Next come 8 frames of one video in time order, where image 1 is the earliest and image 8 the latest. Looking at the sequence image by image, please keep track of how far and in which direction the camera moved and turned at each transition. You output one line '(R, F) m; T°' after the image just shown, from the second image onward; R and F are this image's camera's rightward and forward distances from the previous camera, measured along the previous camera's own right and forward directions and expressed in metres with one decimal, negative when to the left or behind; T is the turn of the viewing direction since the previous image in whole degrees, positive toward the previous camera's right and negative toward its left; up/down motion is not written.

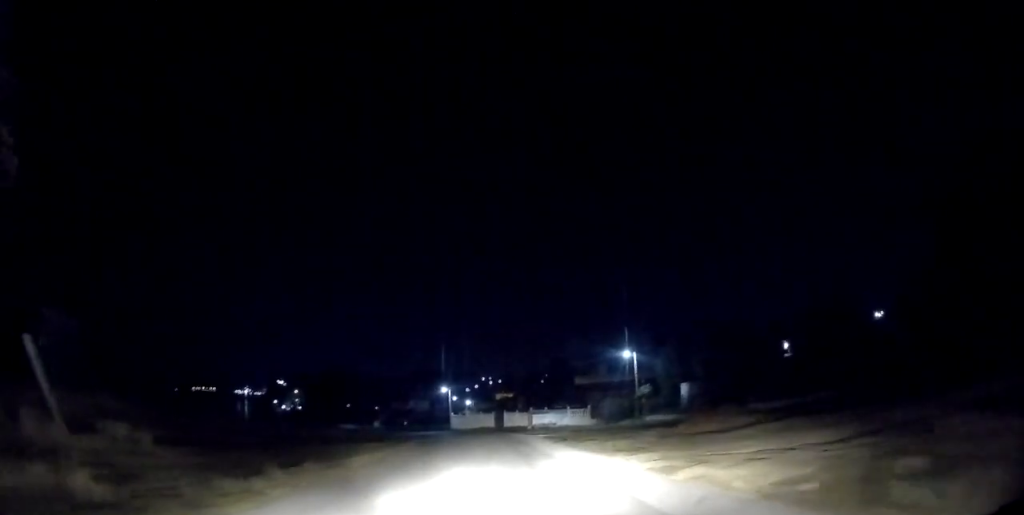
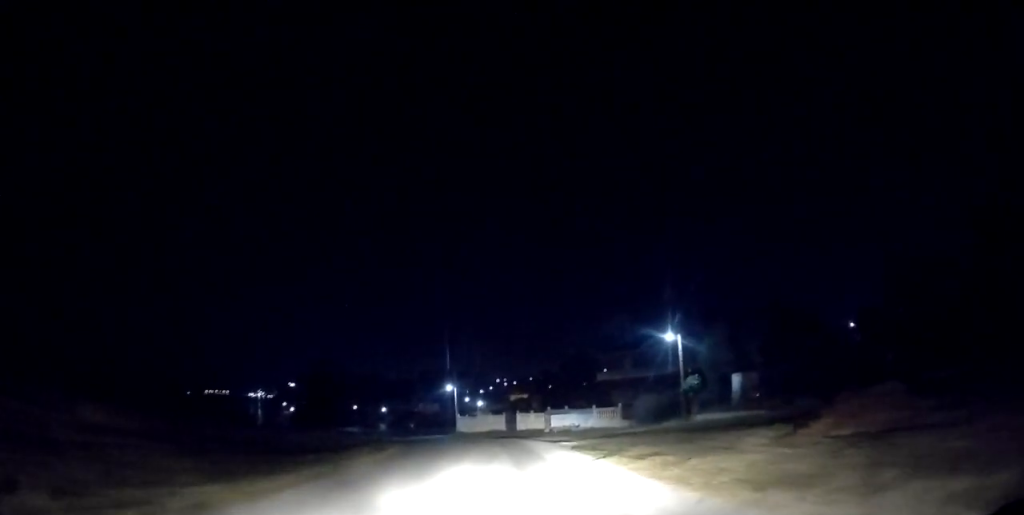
(-0.2, +9.9) m; -1°
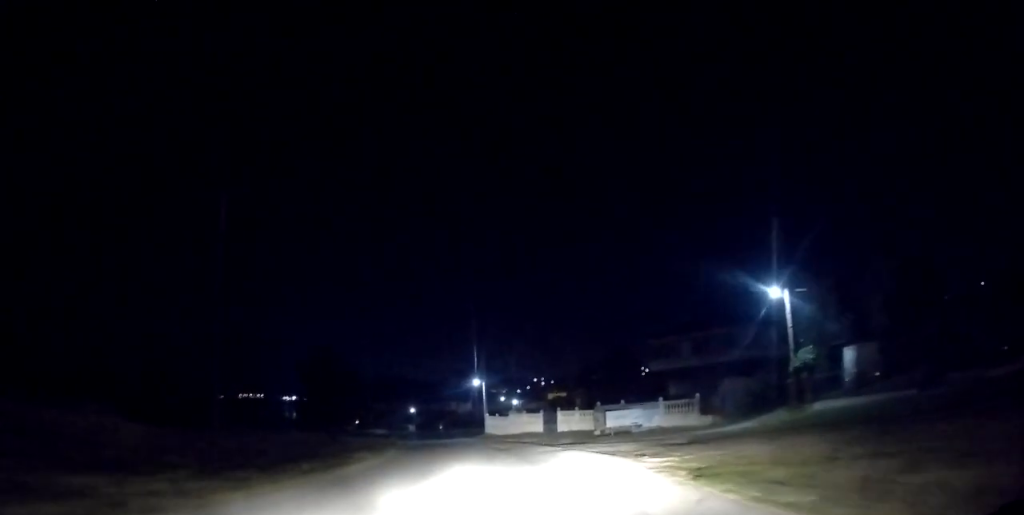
(0.0, +11.5) m; -2°
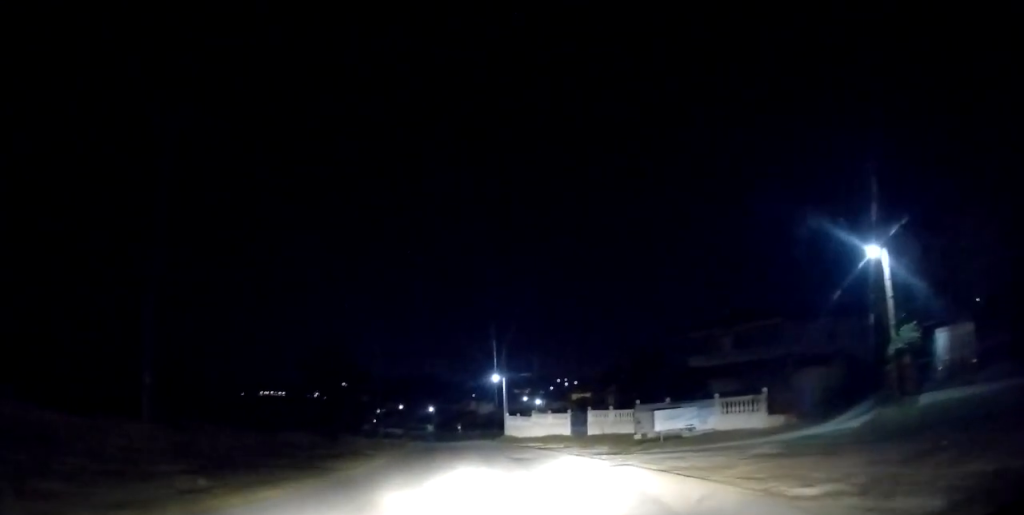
(-0.2, +6.3) m; -3°
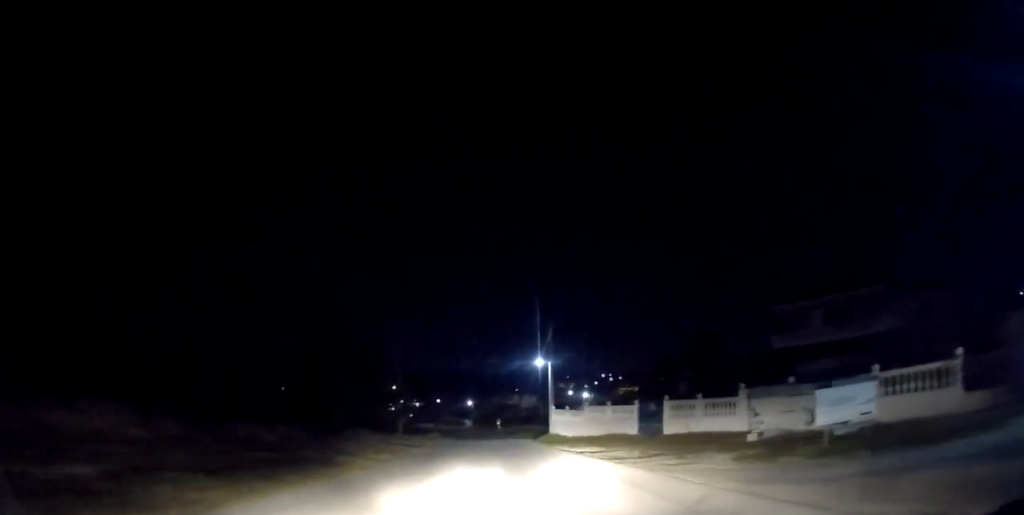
(-0.4, +10.5) m; -4°
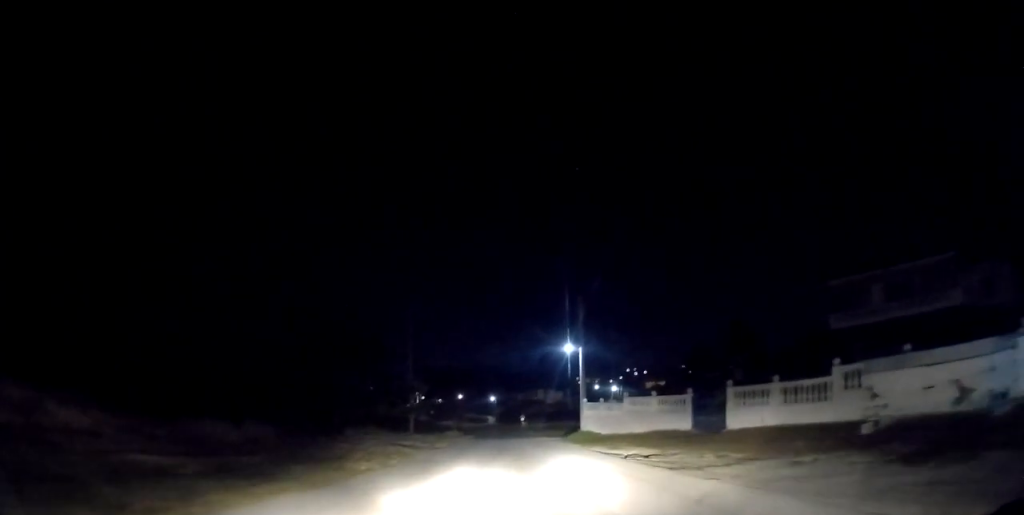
(-0.2, +5.8) m; -2°
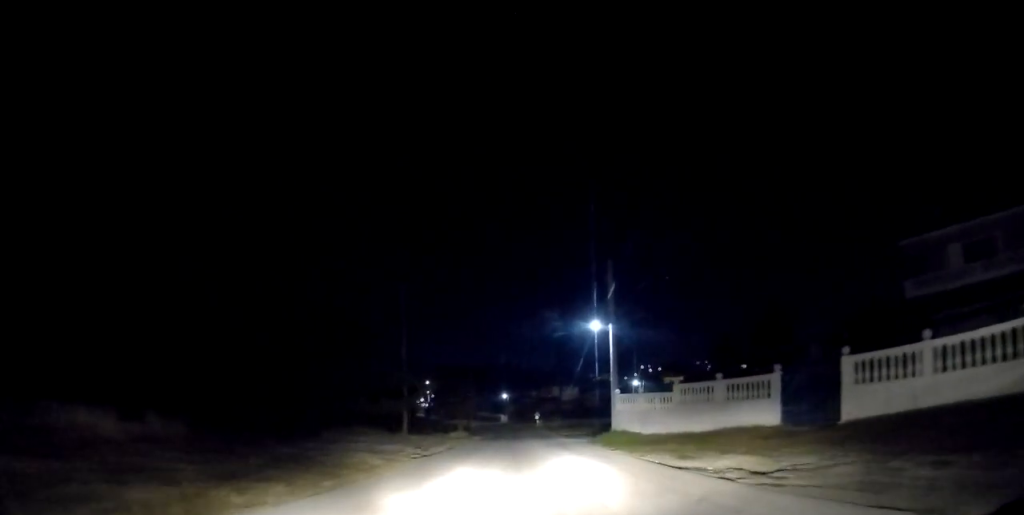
(-0.1, +7.9) m; -1°
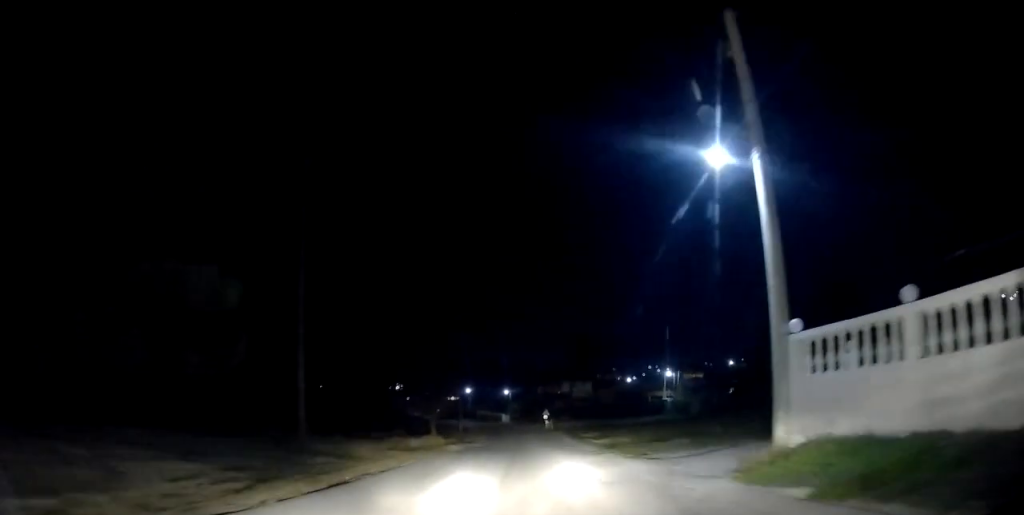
(-0.4, +18.3) m; -4°
